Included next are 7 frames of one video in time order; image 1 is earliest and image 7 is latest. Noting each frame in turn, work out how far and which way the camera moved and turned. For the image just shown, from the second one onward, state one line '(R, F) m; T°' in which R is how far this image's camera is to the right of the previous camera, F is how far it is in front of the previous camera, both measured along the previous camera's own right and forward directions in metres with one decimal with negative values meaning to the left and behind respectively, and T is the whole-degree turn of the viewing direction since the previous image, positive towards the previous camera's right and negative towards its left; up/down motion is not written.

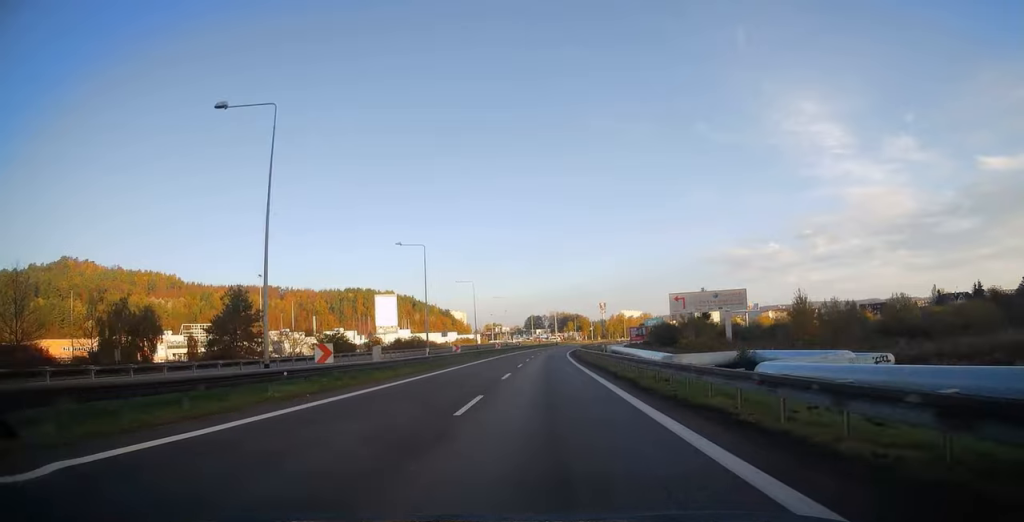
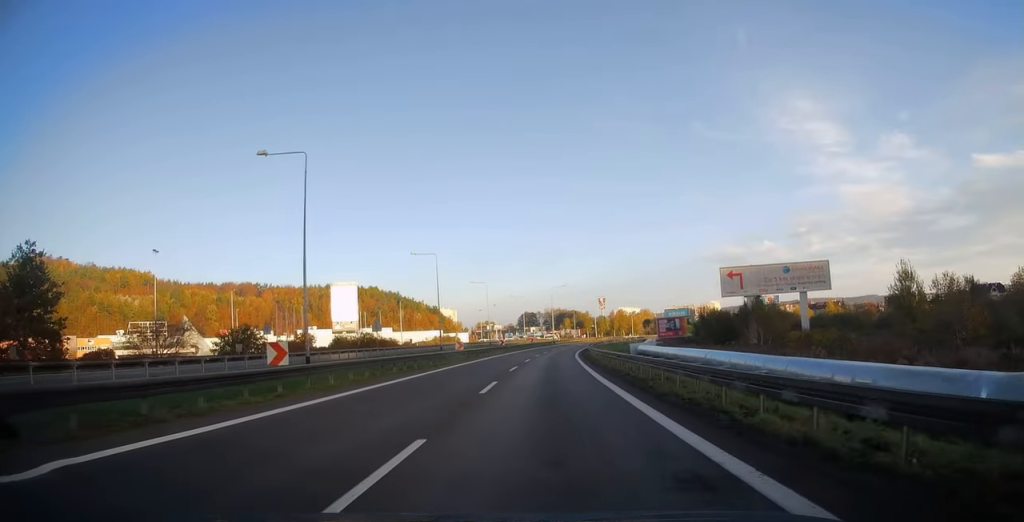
(0.0, +31.3) m; 0°
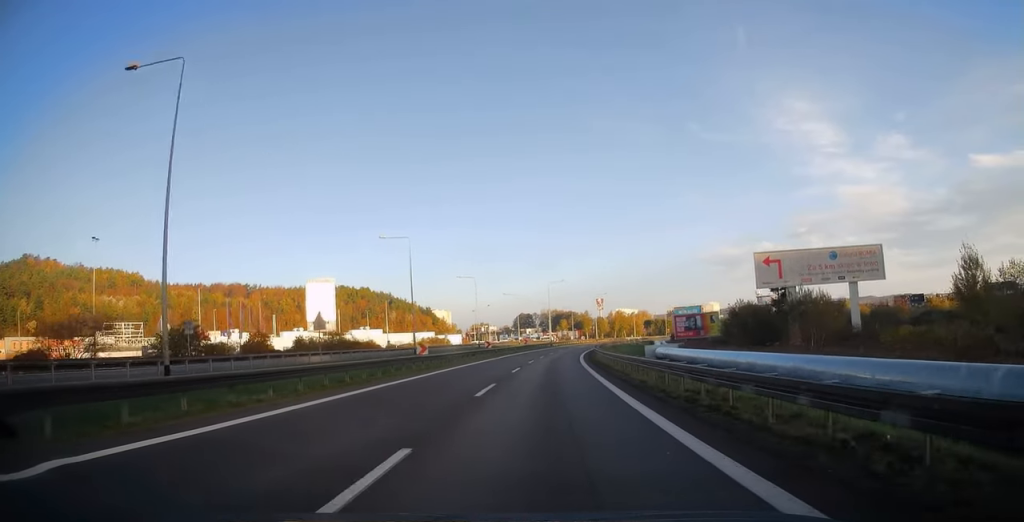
(+0.1, +12.5) m; +1°
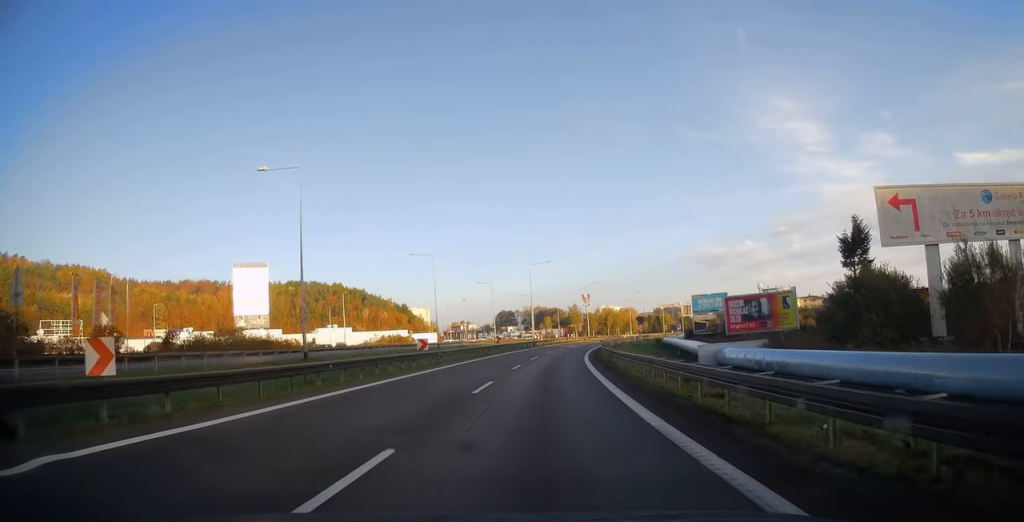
(+0.3, +24.3) m; +2°
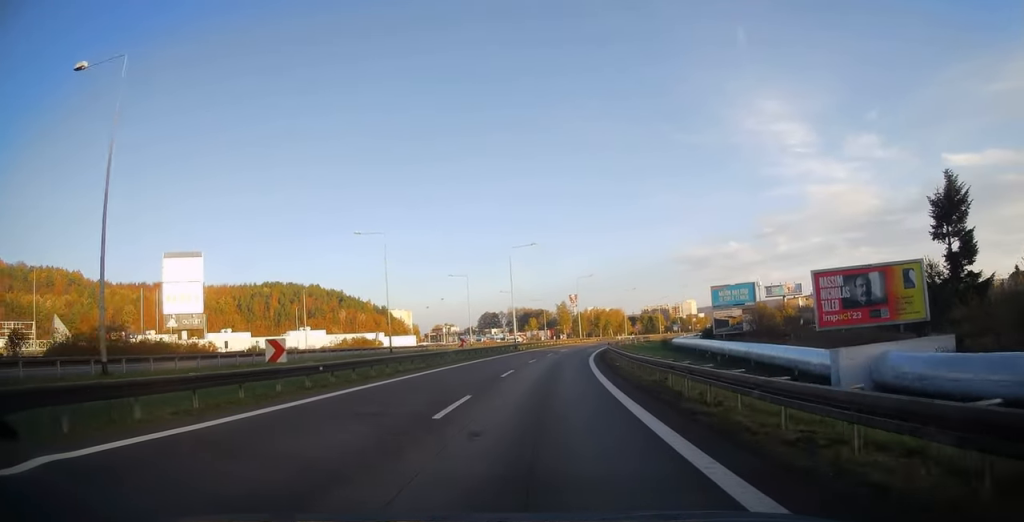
(+0.2, +16.8) m; +1°
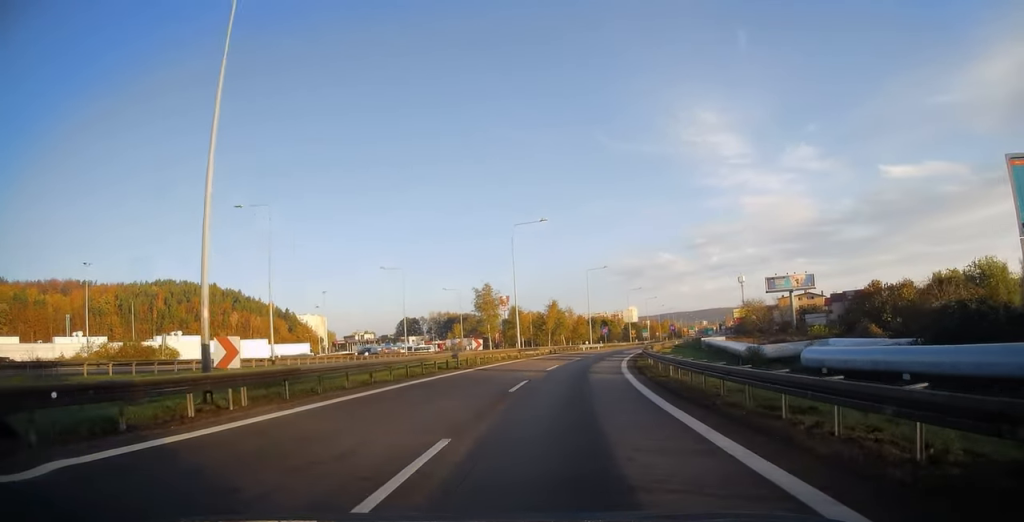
(+2.4, +54.6) m; +6°
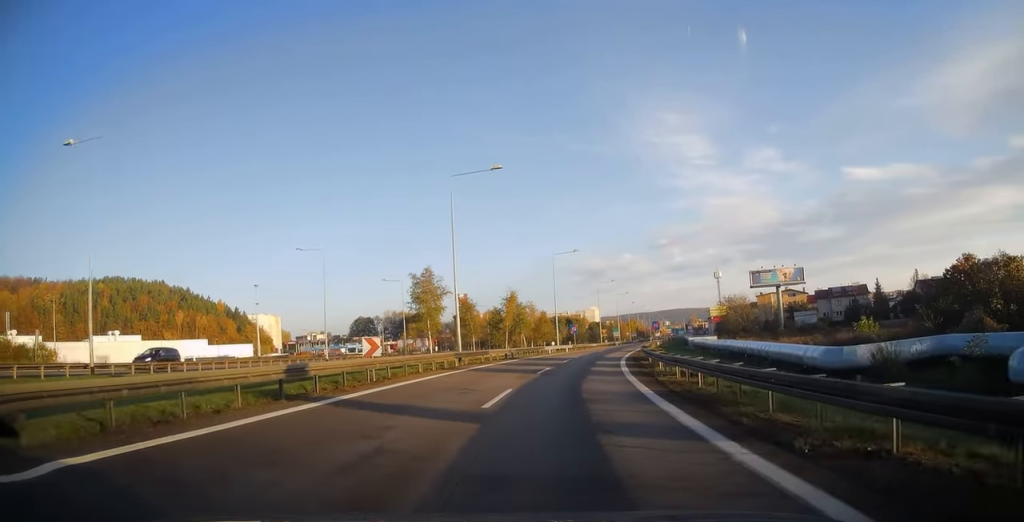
(+0.4, +15.8) m; +3°
